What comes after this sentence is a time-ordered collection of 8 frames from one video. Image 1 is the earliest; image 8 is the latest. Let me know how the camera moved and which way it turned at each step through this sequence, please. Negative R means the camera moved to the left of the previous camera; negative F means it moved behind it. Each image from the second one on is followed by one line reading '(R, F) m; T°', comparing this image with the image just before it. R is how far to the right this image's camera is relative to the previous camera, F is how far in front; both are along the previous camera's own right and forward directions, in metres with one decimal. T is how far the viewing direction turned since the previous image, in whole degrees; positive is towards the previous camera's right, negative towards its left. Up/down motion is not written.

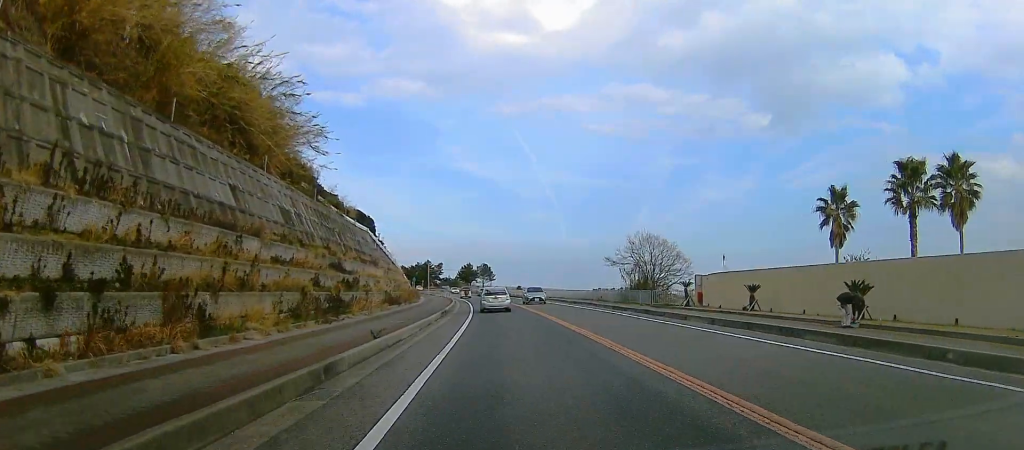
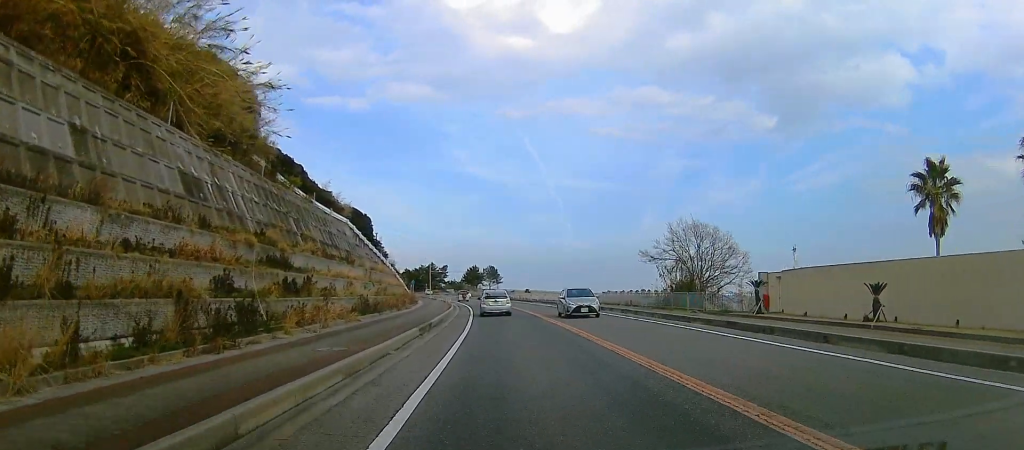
(+0.2, +10.6) m; -1°
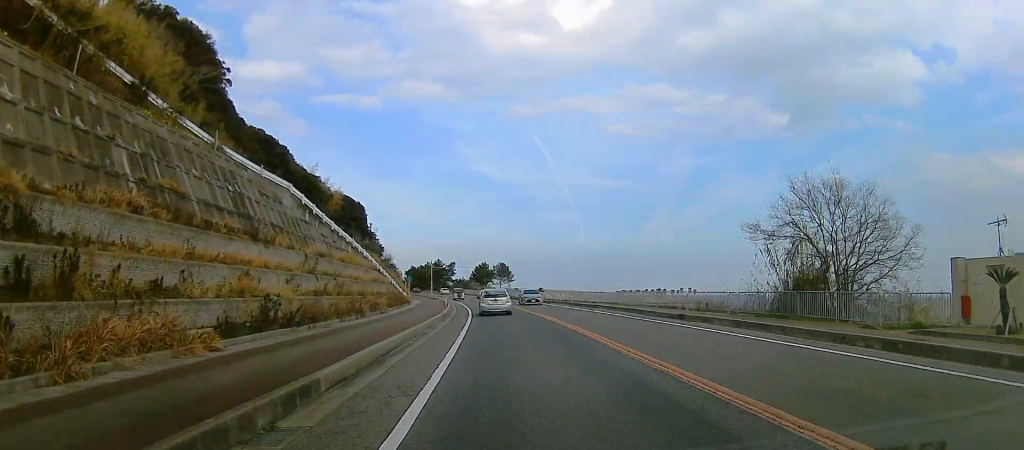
(-0.6, +16.5) m; -2°
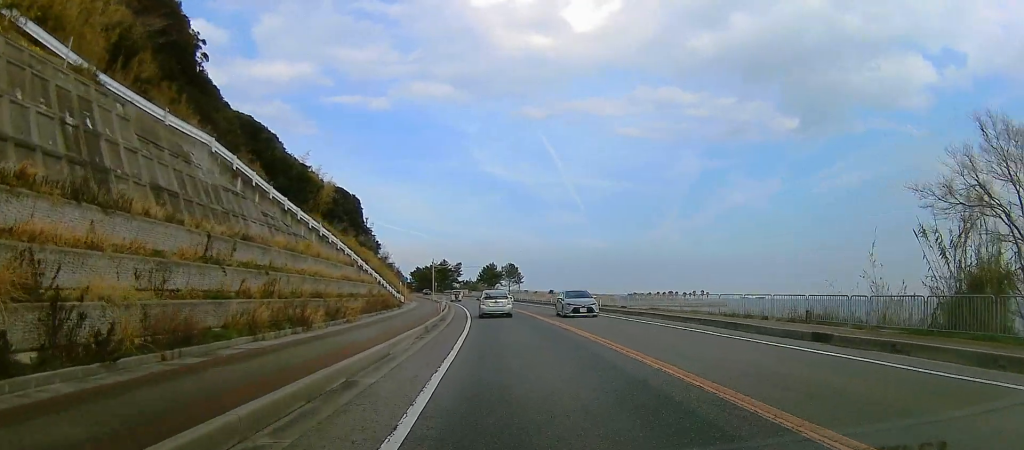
(0.0, +11.1) m; 0°
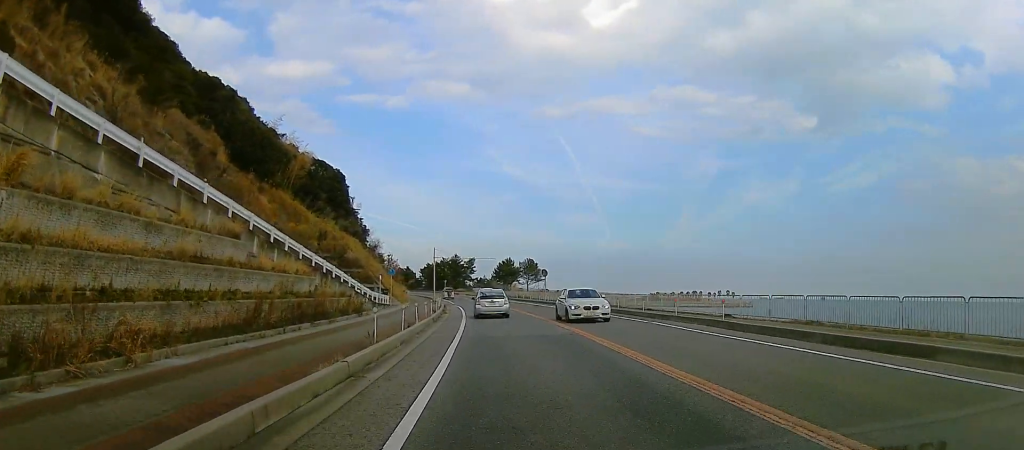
(+0.1, +20.6) m; +1°
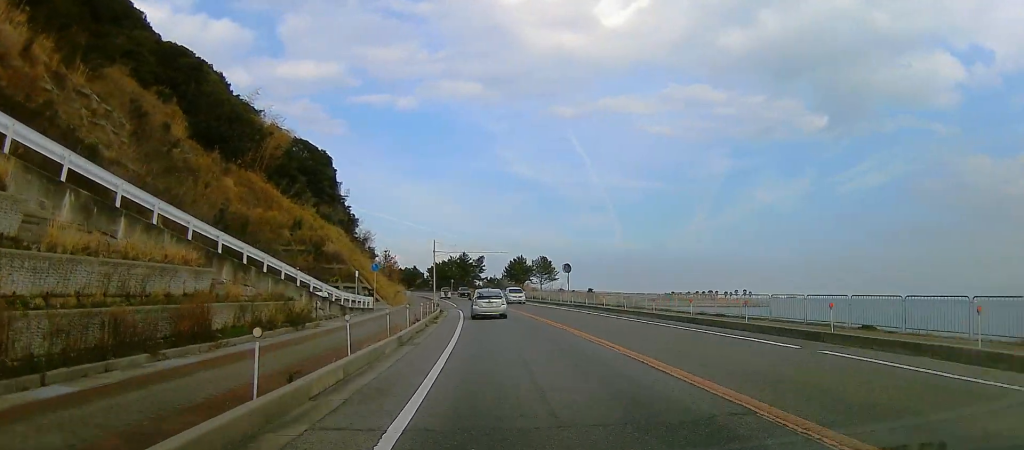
(0.0, +11.8) m; 0°
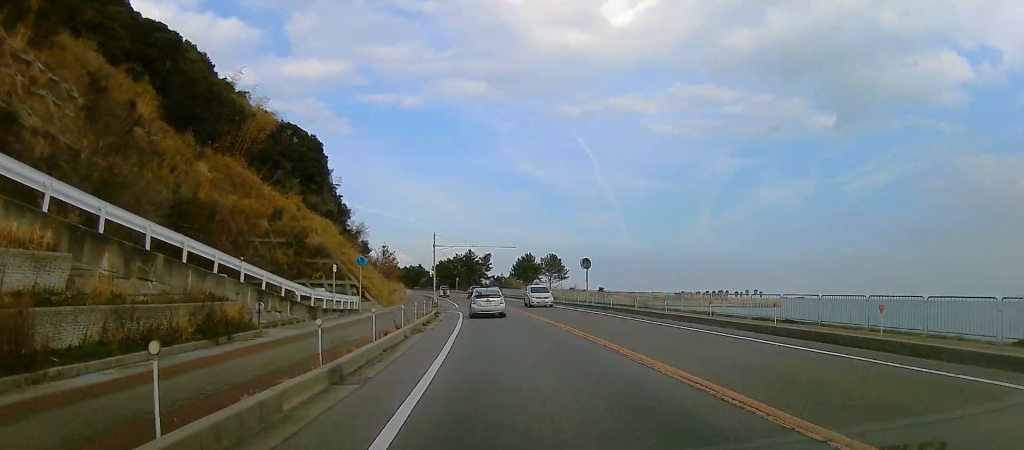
(0.0, +6.9) m; -2°
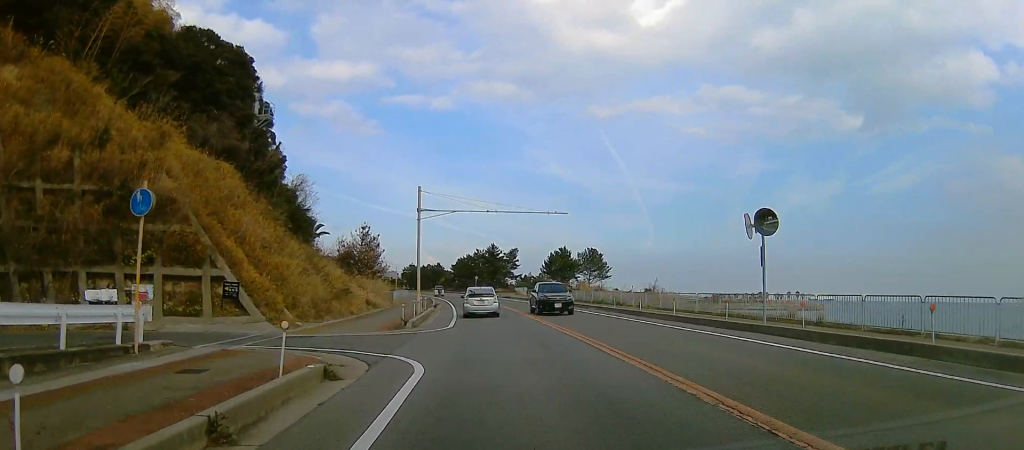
(-1.5, +26.9) m; -1°
